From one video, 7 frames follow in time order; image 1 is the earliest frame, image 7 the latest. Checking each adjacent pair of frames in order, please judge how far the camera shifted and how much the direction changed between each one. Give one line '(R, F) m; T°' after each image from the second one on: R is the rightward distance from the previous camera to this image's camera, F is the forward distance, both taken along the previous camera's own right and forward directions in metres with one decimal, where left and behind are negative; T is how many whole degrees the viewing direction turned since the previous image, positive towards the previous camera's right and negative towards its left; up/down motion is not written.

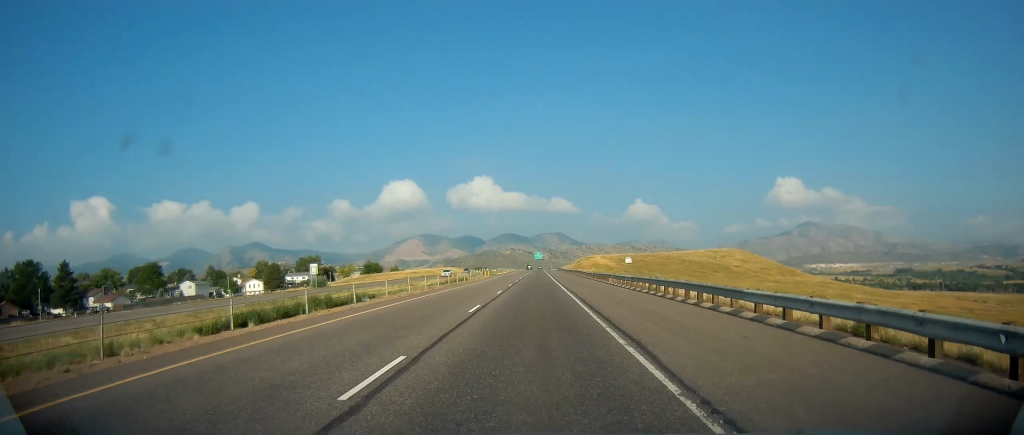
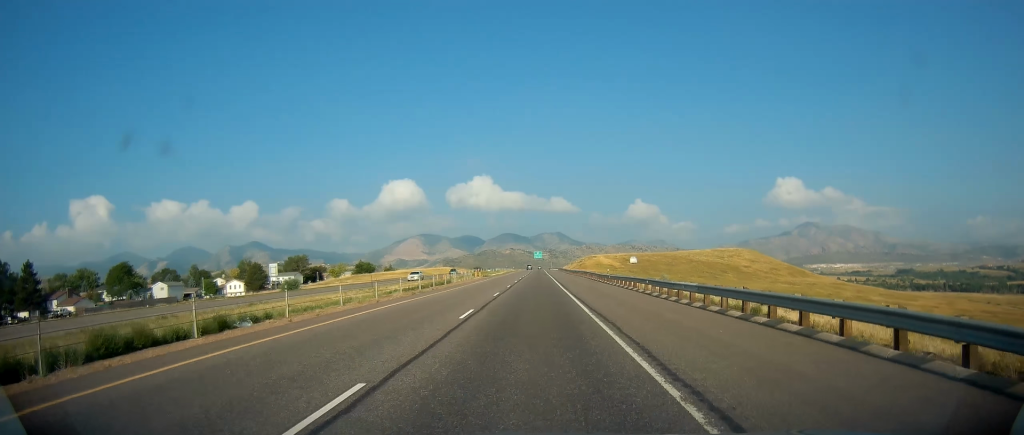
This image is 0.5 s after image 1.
(+0.1, +13.4) m; 0°
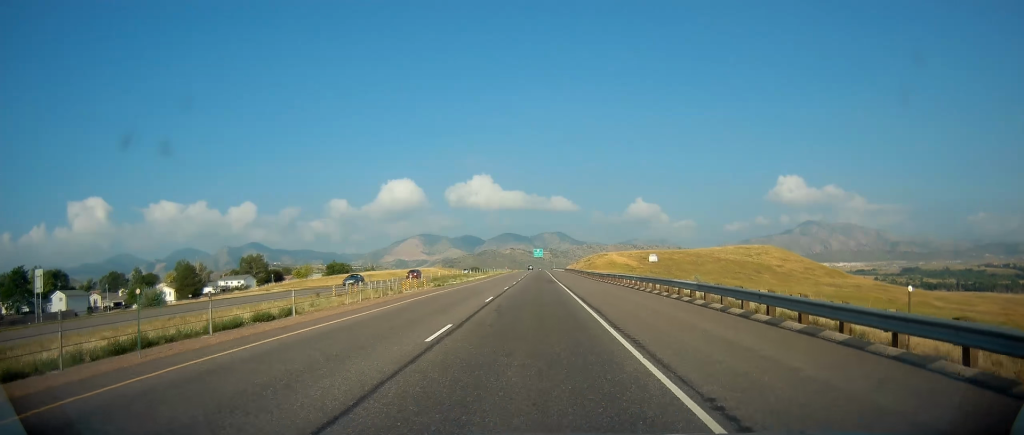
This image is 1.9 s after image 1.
(0.0, +42.0) m; 0°
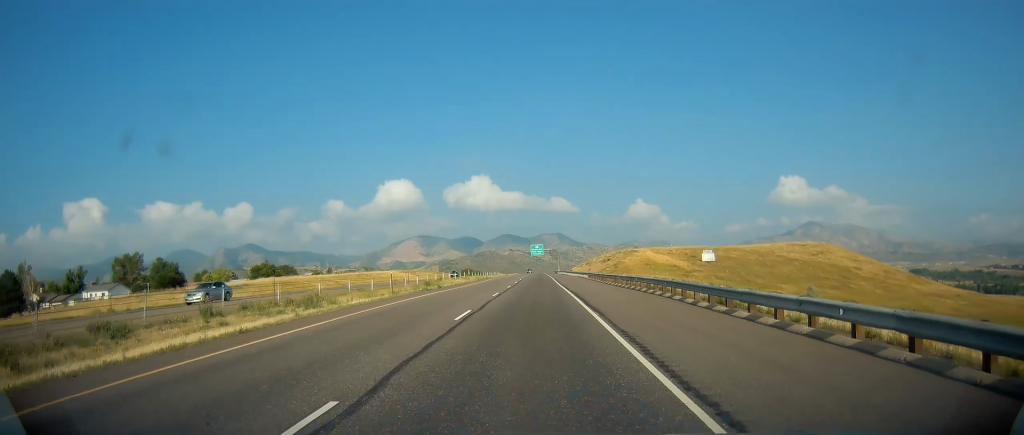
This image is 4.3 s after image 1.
(+0.3, +69.2) m; 0°
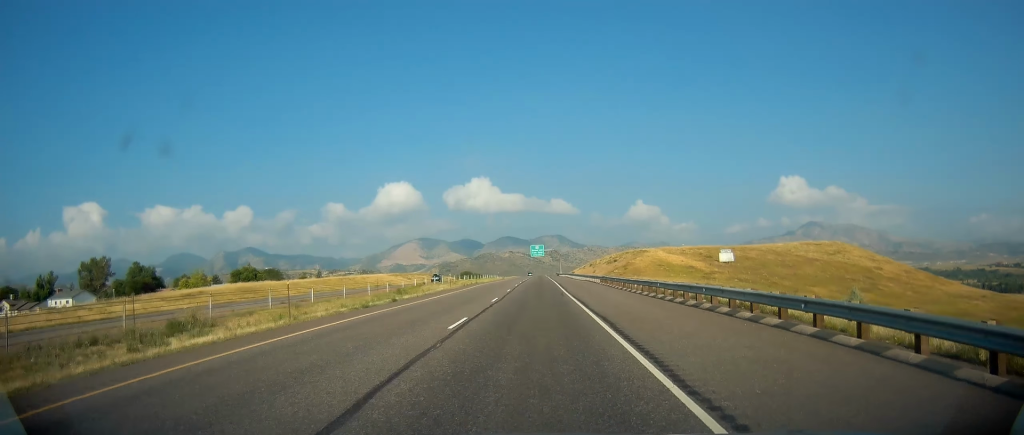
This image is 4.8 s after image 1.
(-0.1, +13.5) m; 0°
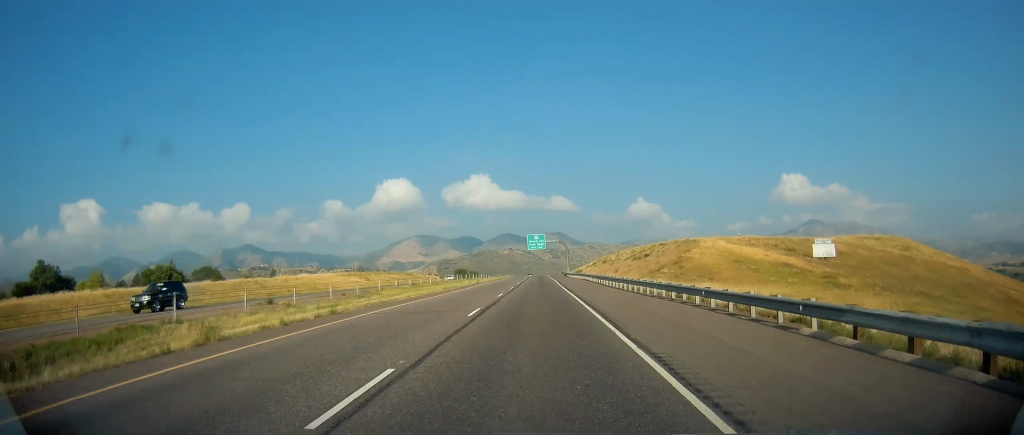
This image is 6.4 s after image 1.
(-0.1, +45.6) m; 0°
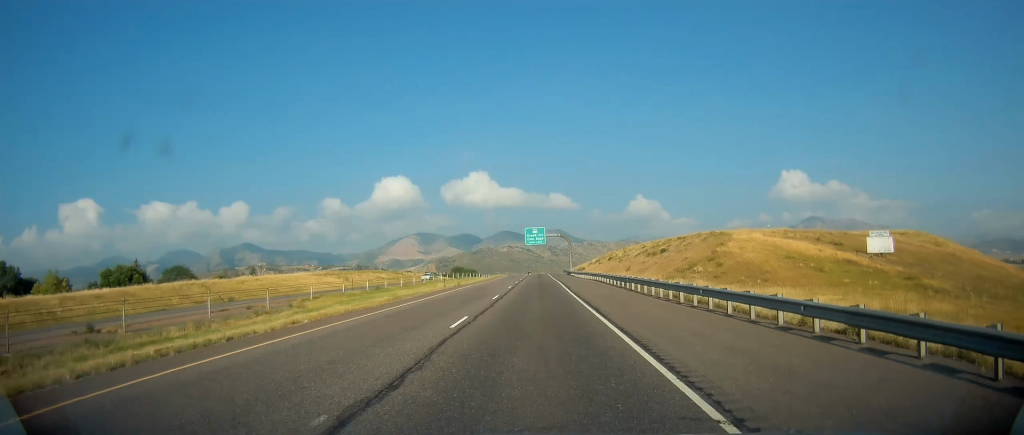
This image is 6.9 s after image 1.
(0.0, +15.6) m; 0°
